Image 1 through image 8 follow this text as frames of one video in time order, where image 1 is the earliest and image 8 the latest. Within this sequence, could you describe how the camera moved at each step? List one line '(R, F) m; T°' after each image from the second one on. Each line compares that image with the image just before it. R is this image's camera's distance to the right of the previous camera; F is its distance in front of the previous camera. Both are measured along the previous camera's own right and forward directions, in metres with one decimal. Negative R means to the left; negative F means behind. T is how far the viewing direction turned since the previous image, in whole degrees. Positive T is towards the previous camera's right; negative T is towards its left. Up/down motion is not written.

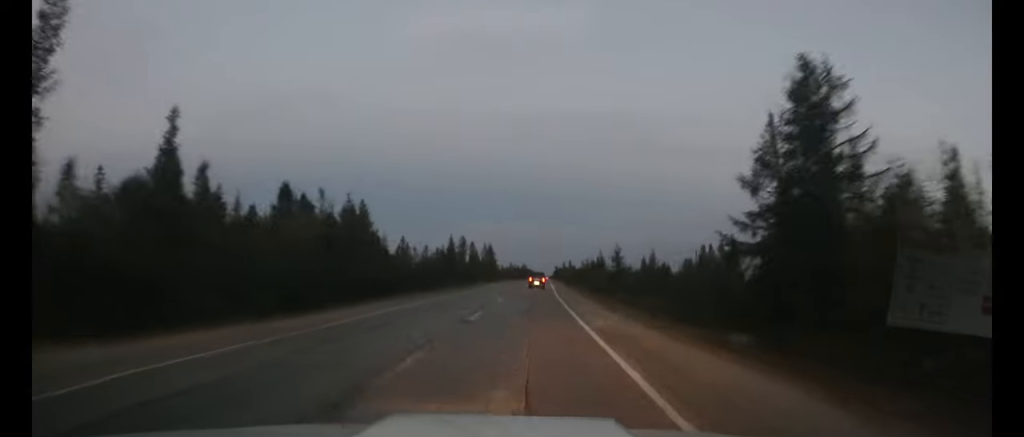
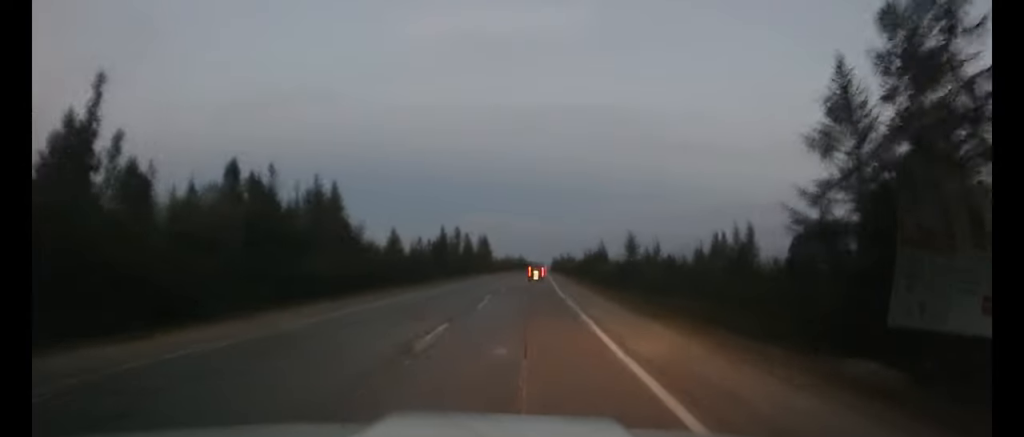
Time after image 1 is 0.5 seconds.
(0.0, +8.2) m; 0°
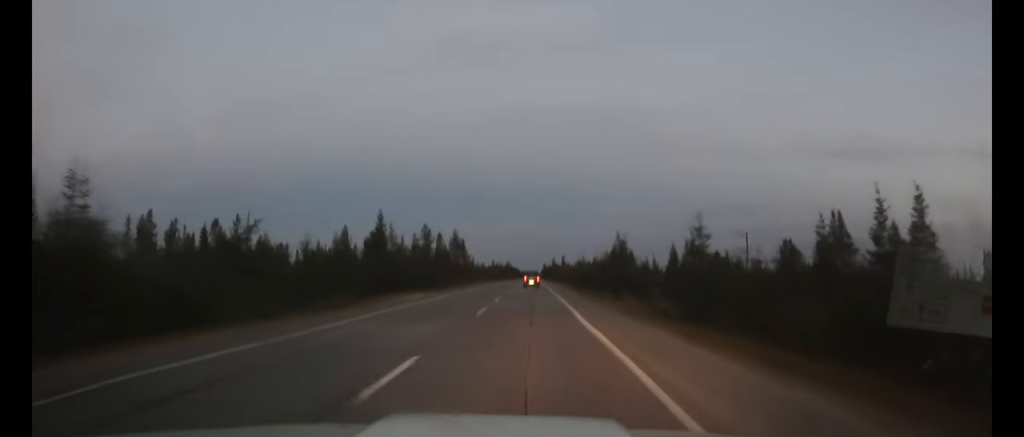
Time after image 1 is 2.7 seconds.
(+0.2, +40.0) m; +1°
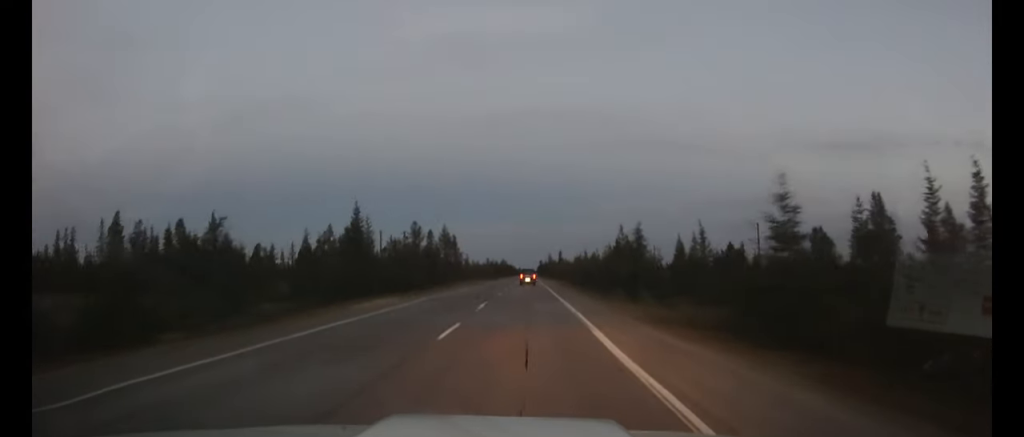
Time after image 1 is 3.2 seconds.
(0.0, +8.2) m; 0°
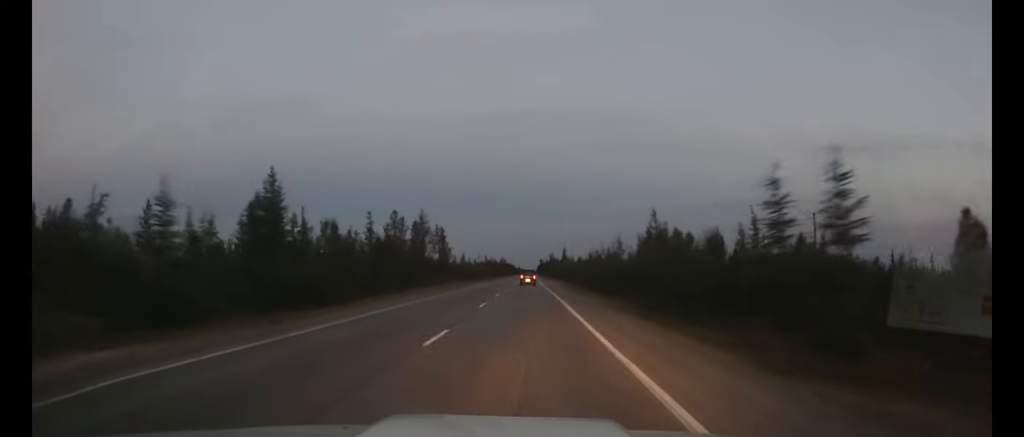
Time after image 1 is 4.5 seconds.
(+0.2, +22.8) m; +1°
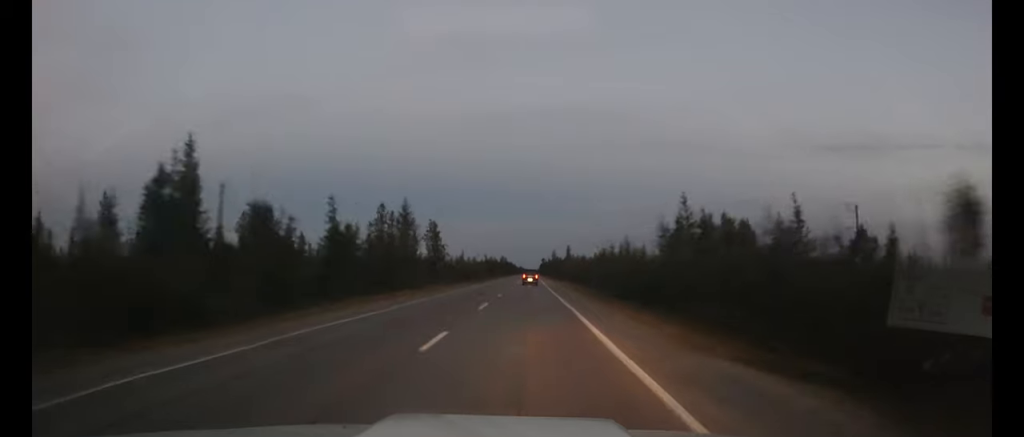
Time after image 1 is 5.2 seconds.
(0.0, +12.3) m; 0°
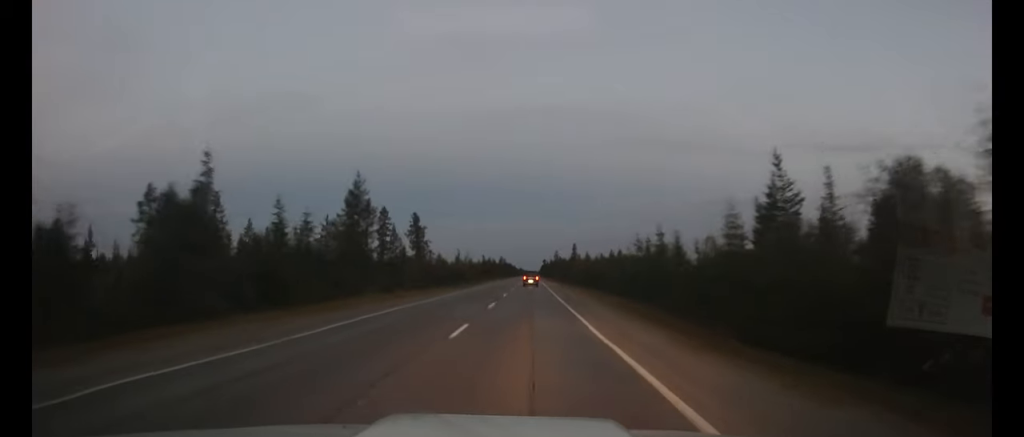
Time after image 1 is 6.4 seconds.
(0.0, +20.6) m; 0°
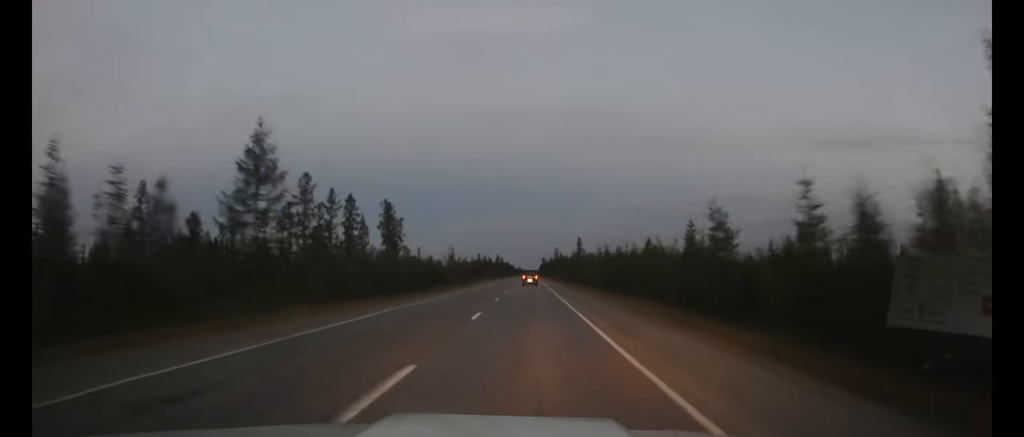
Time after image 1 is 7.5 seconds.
(0.0, +19.6) m; 0°
